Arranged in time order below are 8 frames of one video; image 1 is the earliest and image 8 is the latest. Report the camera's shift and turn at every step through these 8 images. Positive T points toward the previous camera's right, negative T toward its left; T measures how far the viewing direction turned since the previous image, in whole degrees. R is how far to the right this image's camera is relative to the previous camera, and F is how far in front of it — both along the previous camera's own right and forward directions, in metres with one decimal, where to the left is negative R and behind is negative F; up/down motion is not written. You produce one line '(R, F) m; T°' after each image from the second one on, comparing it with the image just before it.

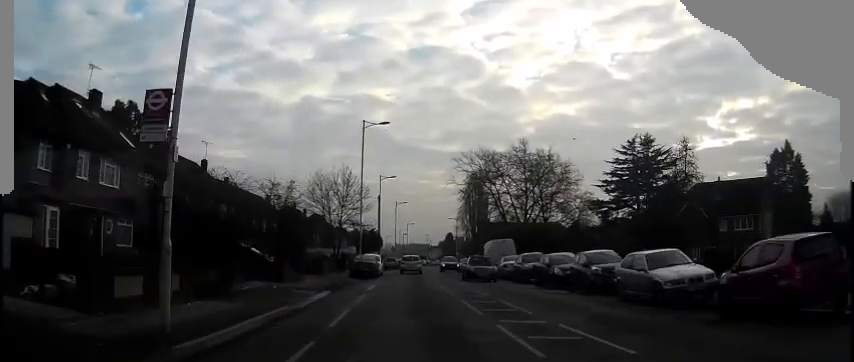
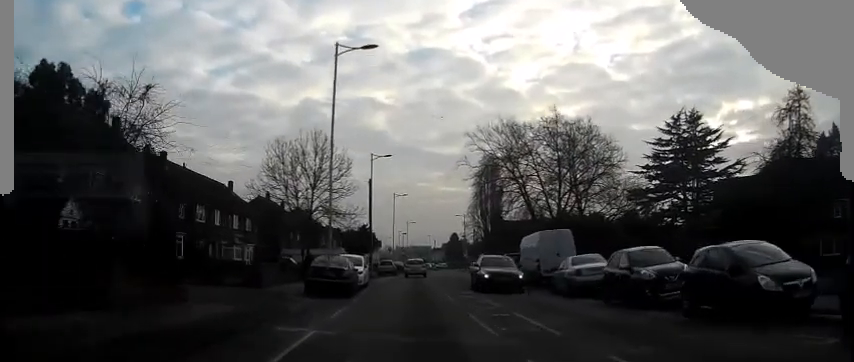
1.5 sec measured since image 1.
(0.0, +15.9) m; 0°
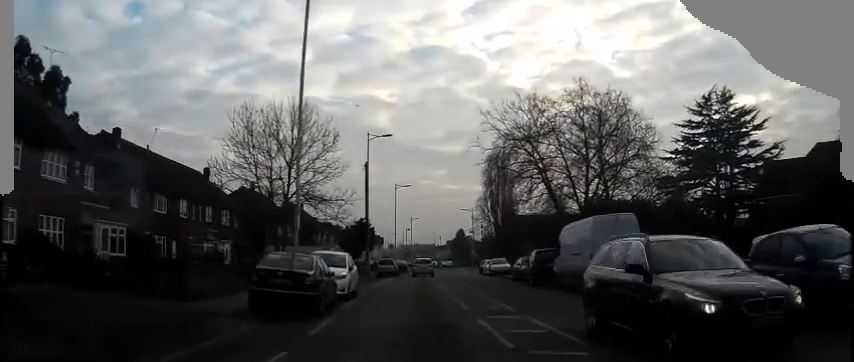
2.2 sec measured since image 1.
(0.0, +8.1) m; 0°
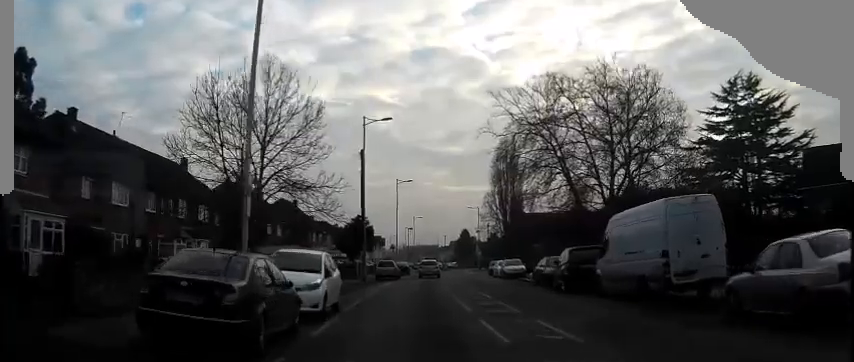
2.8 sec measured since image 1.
(0.0, +5.9) m; -1°
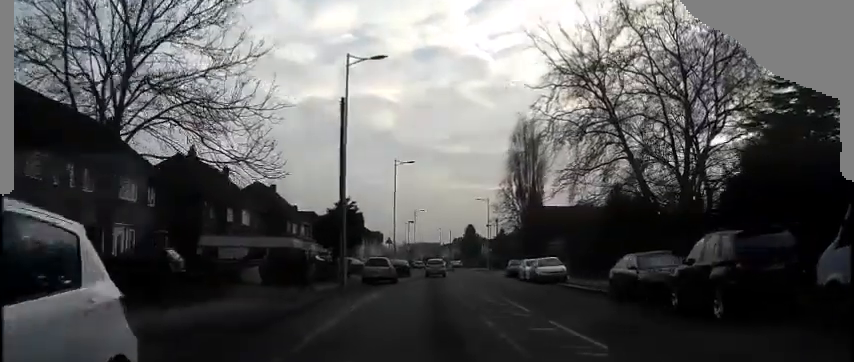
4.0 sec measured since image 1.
(0.0, +12.5) m; +1°
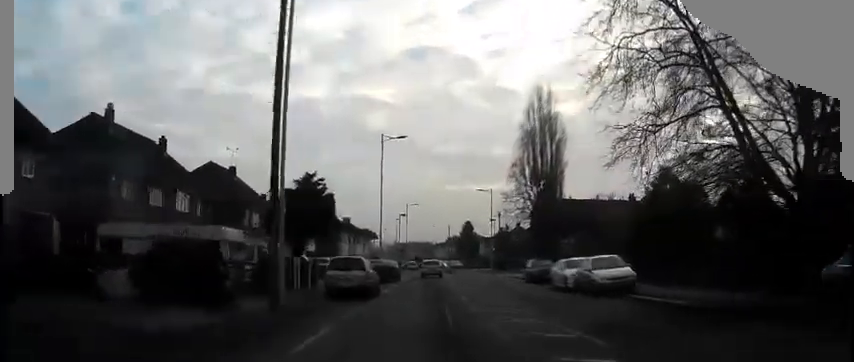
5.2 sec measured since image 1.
(+0.1, +11.9) m; +1°
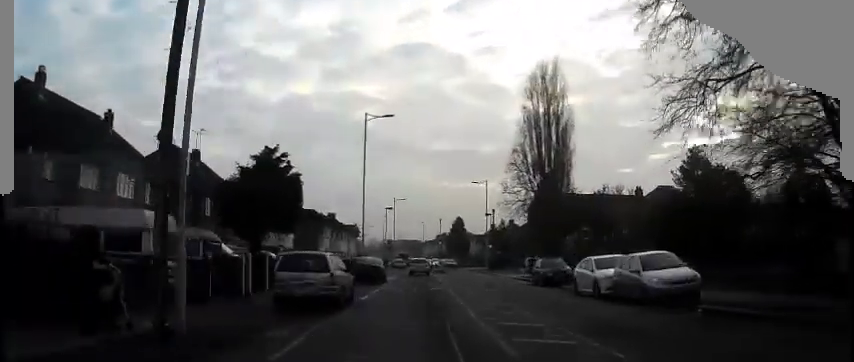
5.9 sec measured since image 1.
(0.0, +6.2) m; 0°
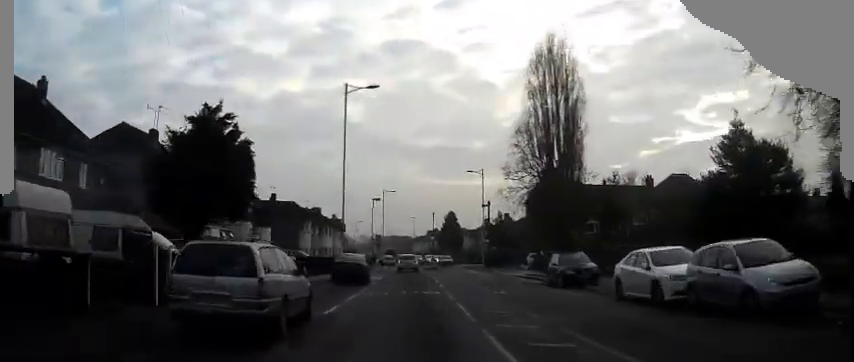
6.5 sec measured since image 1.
(+0.1, +6.1) m; +1°
